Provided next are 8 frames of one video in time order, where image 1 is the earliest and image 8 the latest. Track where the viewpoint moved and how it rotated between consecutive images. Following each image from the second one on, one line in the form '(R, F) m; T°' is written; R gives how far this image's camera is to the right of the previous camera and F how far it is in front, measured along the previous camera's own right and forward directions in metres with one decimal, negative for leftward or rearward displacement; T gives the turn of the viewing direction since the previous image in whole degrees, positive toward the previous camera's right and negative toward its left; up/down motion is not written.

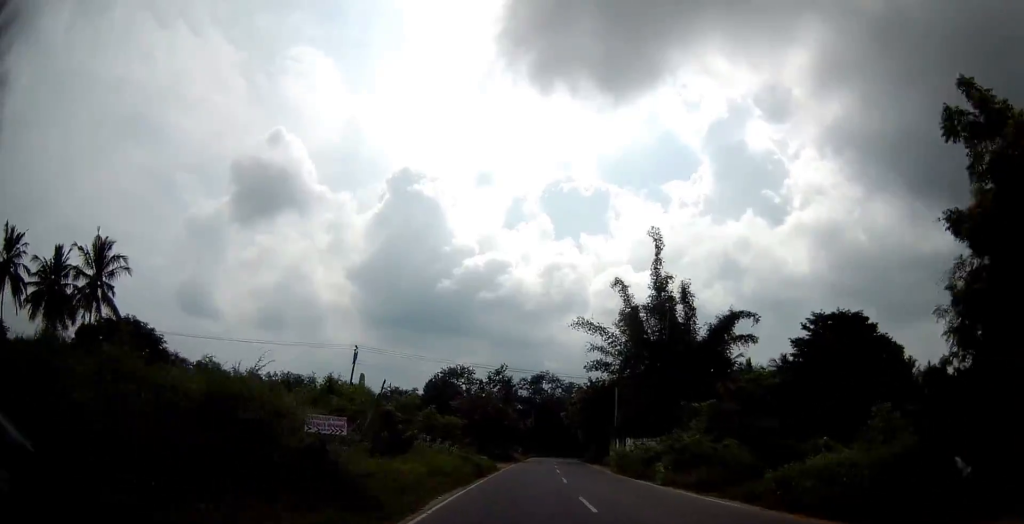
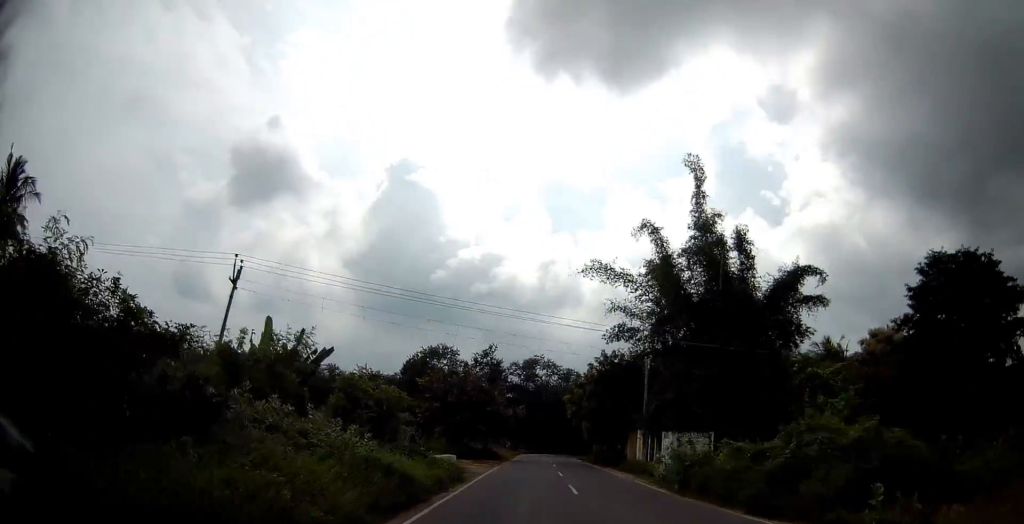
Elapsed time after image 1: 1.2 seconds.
(+0.5, +14.6) m; 0°
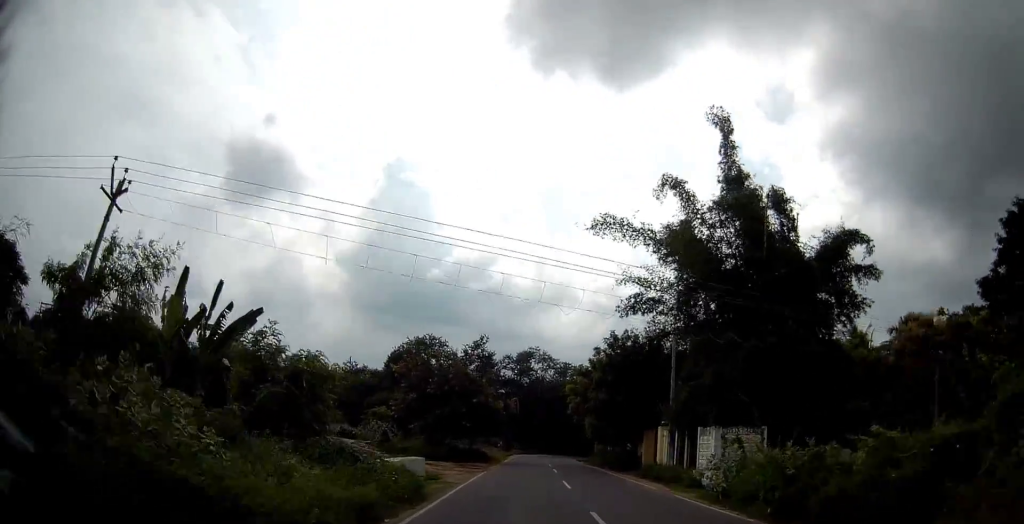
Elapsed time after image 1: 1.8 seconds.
(-0.3, +7.3) m; 0°
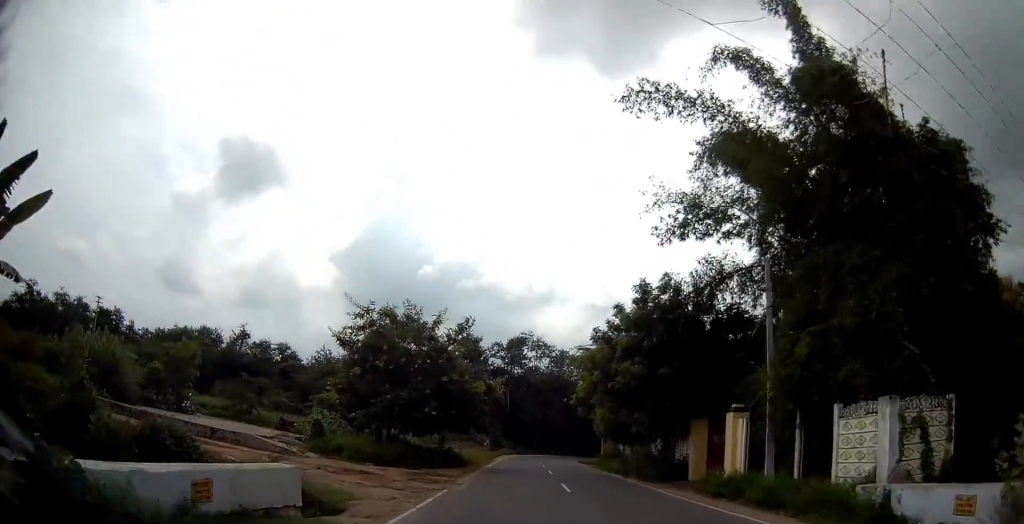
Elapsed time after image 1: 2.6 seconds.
(0.0, +11.3) m; +1°
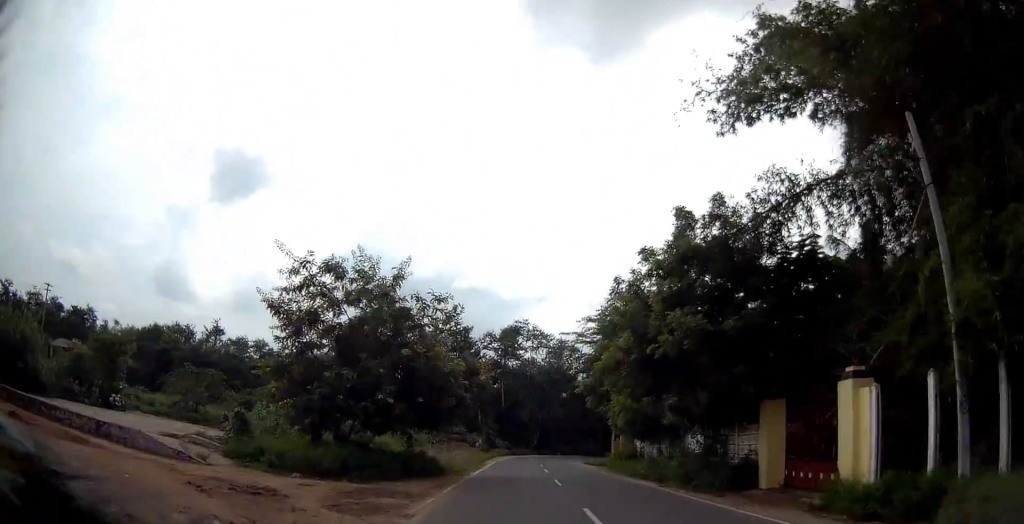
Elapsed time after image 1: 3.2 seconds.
(0.0, +7.4) m; +1°
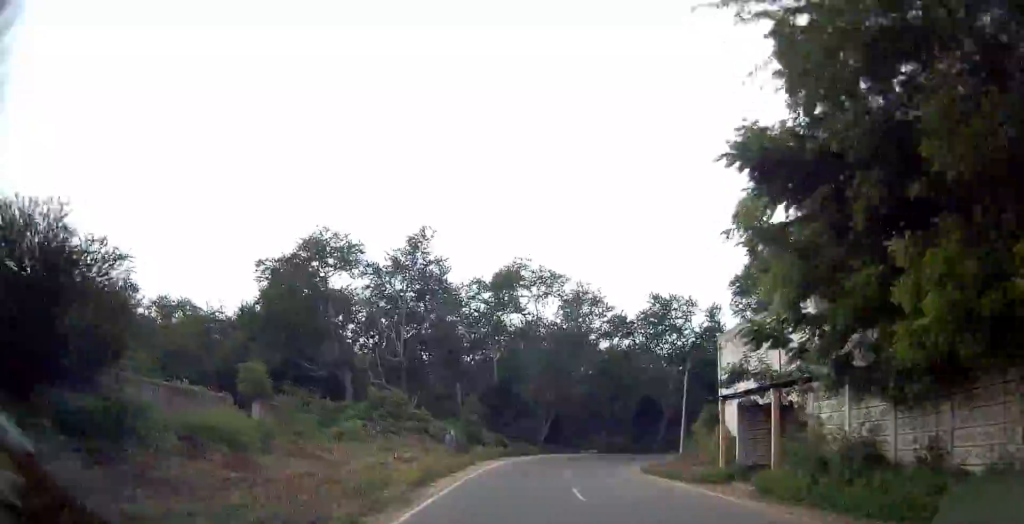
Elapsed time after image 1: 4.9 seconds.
(+0.2, +22.7) m; 0°
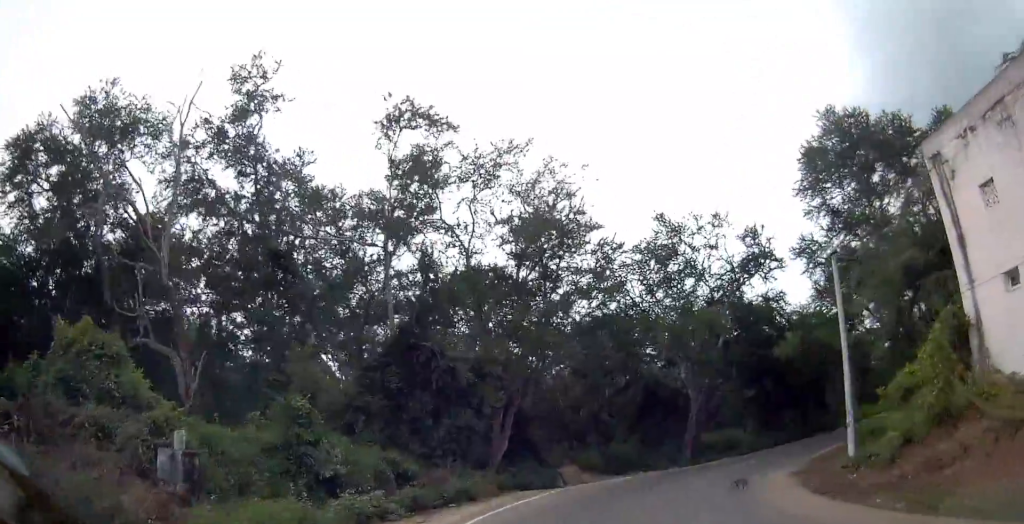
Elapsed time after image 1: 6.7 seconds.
(+1.0, +22.6) m; +10°
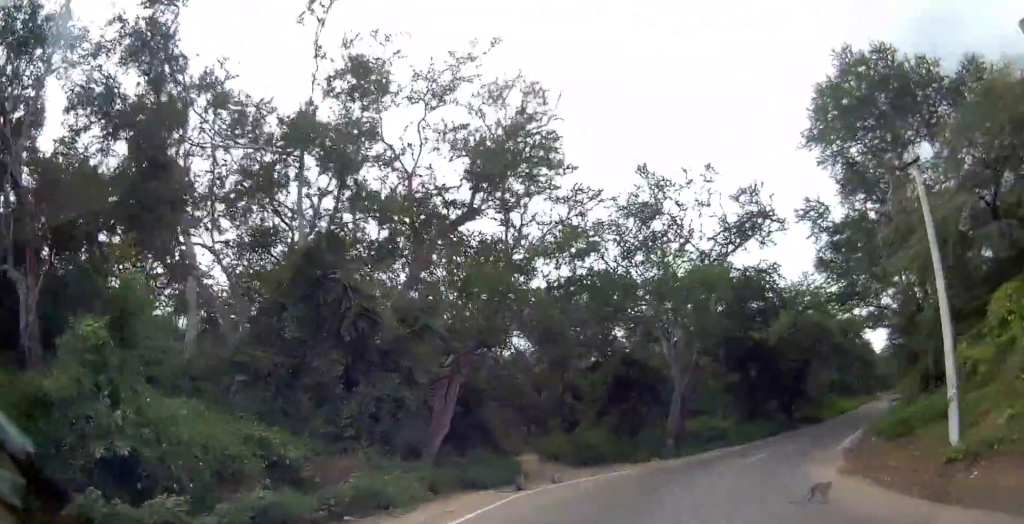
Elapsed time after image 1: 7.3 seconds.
(+0.1, +6.0) m; +6°
